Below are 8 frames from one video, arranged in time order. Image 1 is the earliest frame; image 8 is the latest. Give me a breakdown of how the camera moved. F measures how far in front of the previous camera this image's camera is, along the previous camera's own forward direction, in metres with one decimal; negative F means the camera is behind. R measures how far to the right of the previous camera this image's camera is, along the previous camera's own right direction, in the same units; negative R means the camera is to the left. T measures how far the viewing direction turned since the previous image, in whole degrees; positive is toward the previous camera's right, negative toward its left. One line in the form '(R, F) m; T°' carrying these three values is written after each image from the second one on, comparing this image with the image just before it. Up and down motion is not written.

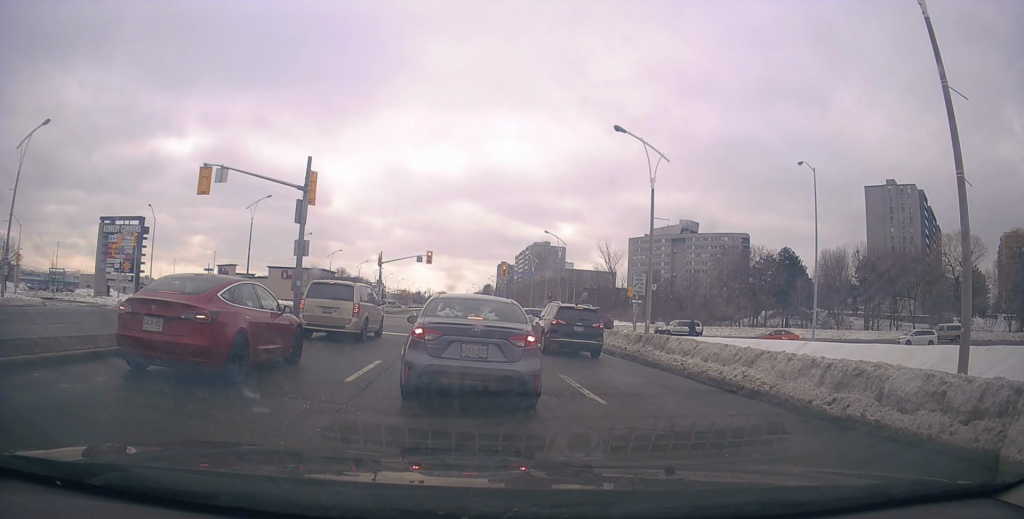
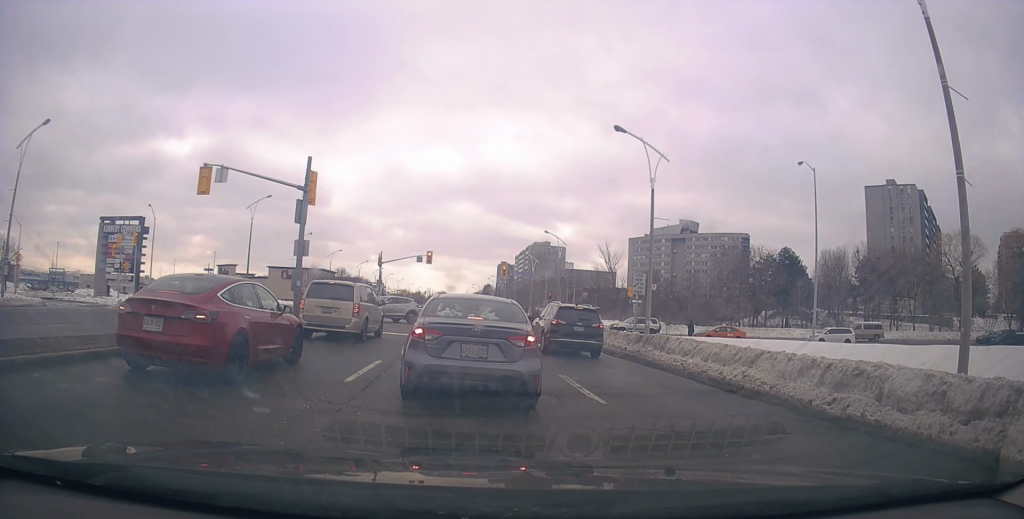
(0.0, 0.0) m; 0°
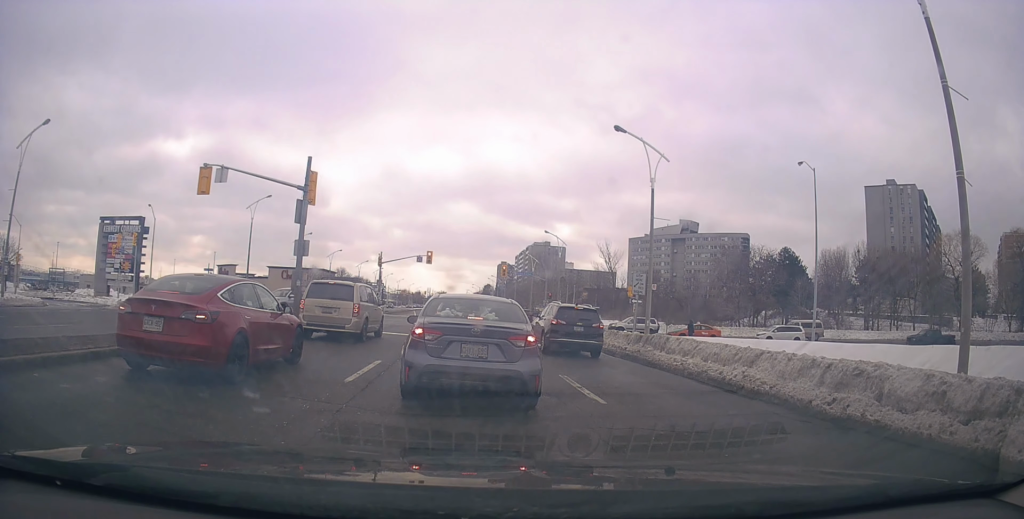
(0.0, 0.0) m; 0°
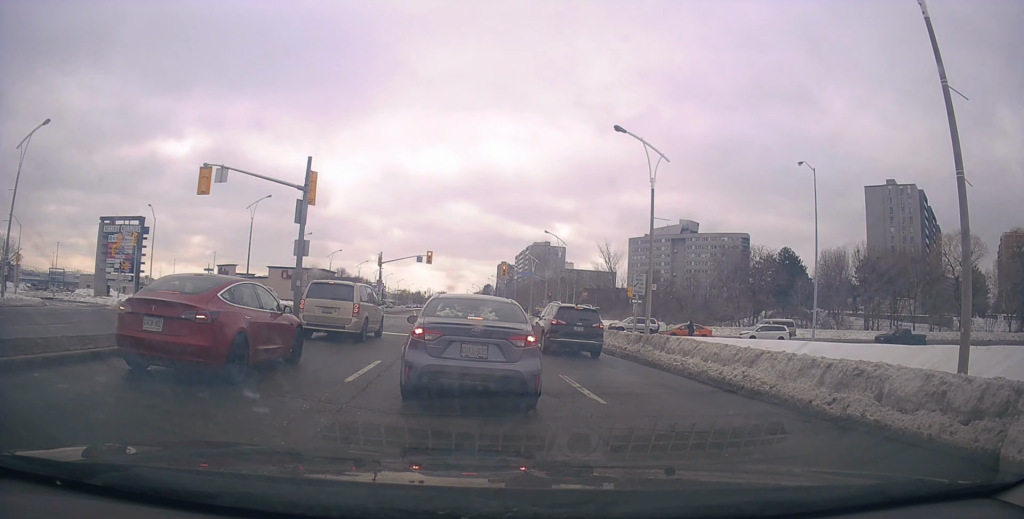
(0.0, 0.0) m; 0°
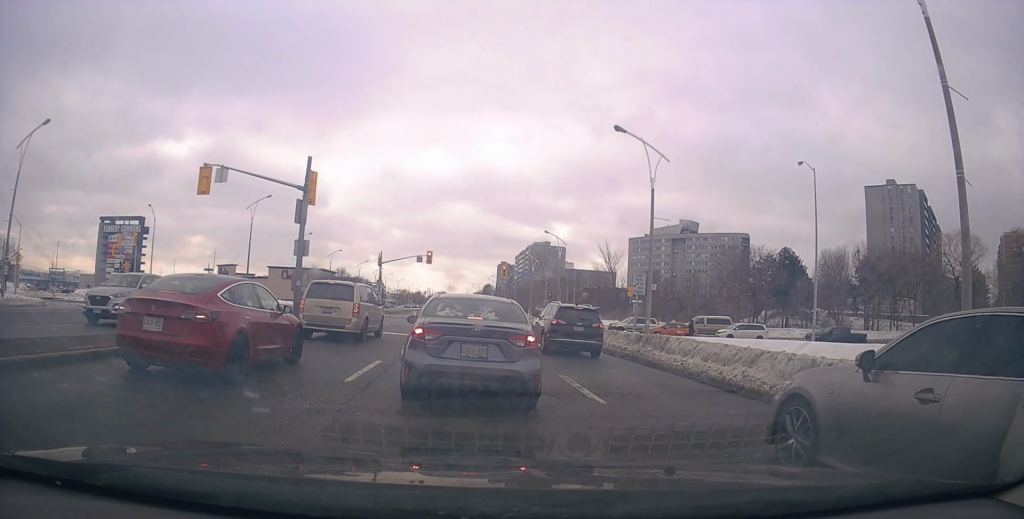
(0.0, 0.0) m; 0°
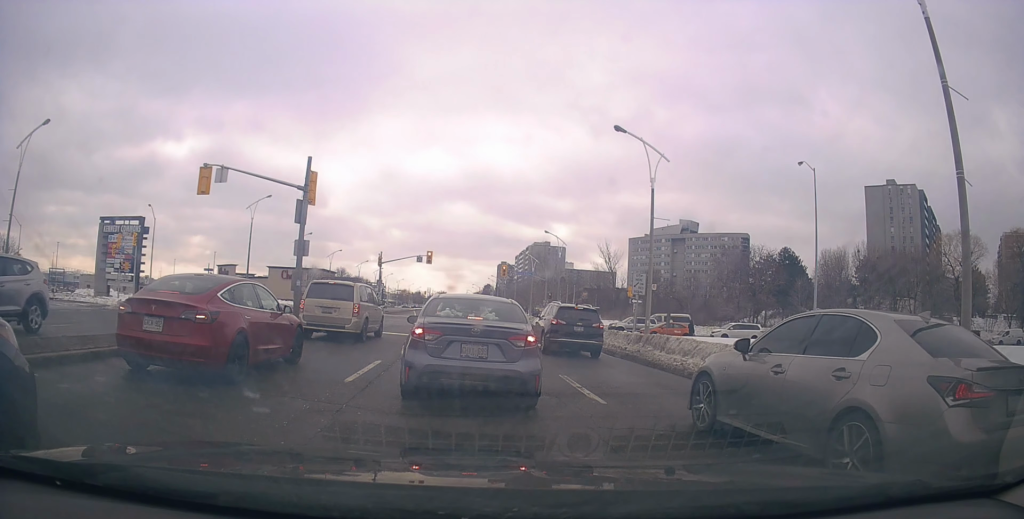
(0.0, 0.0) m; 0°
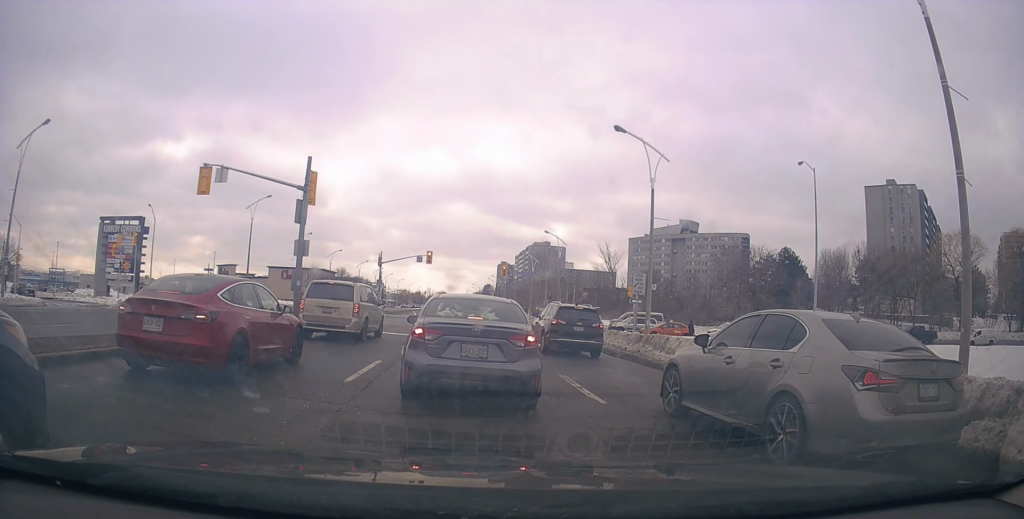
(0.0, 0.0) m; 0°
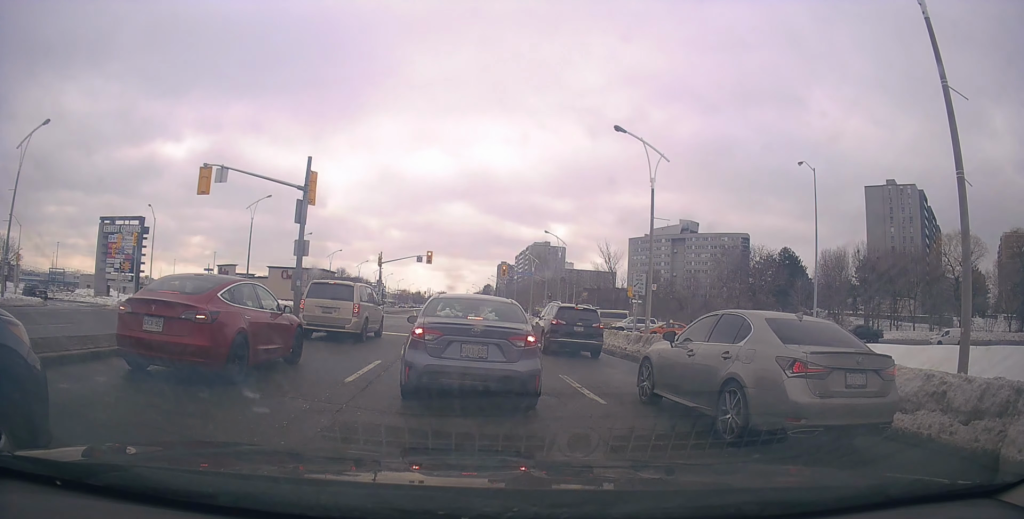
(0.0, 0.0) m; 0°
